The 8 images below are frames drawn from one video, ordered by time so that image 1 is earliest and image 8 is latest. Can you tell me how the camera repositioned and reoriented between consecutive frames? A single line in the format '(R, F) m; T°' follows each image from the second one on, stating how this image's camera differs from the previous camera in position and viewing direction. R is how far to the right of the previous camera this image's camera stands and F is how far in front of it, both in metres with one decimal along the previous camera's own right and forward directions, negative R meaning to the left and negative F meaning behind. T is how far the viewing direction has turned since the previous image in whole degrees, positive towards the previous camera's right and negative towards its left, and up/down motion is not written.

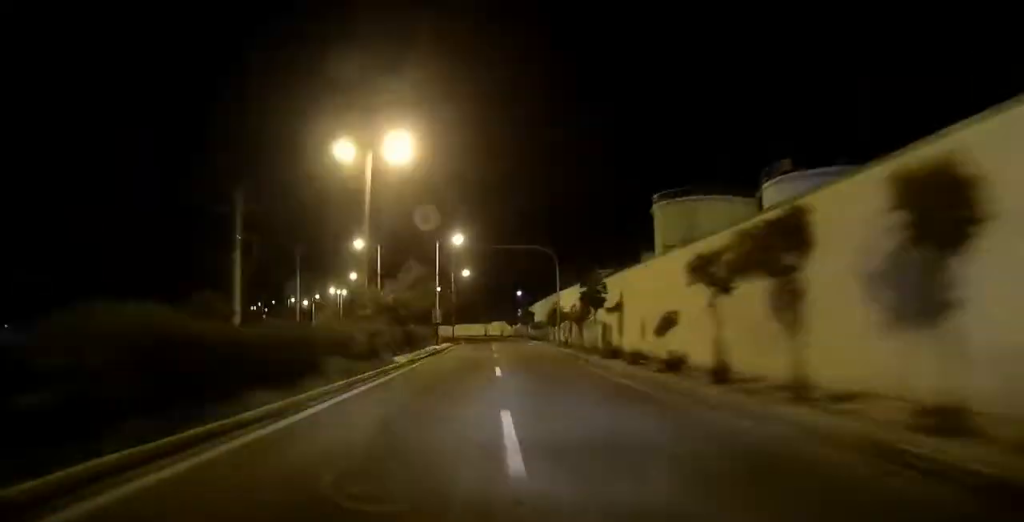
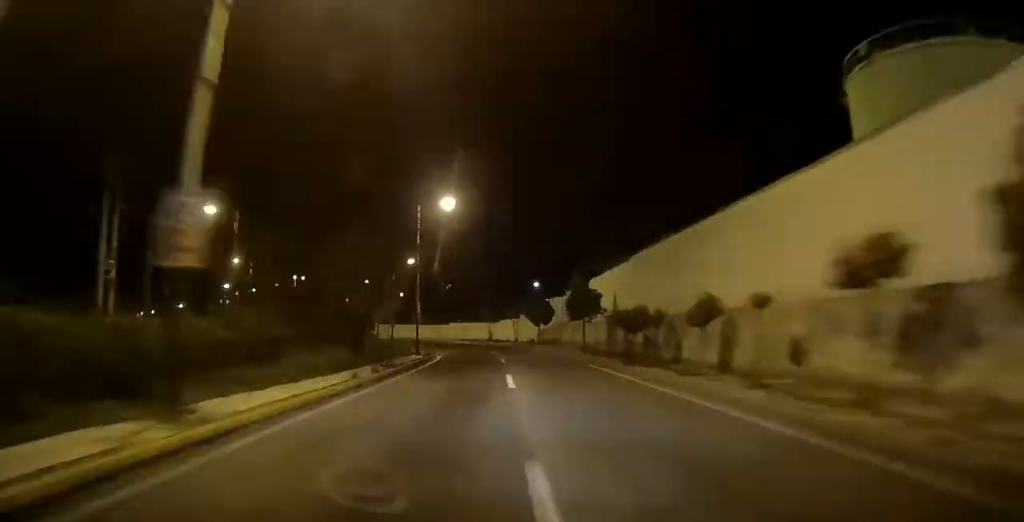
(+0.2, +34.0) m; -3°
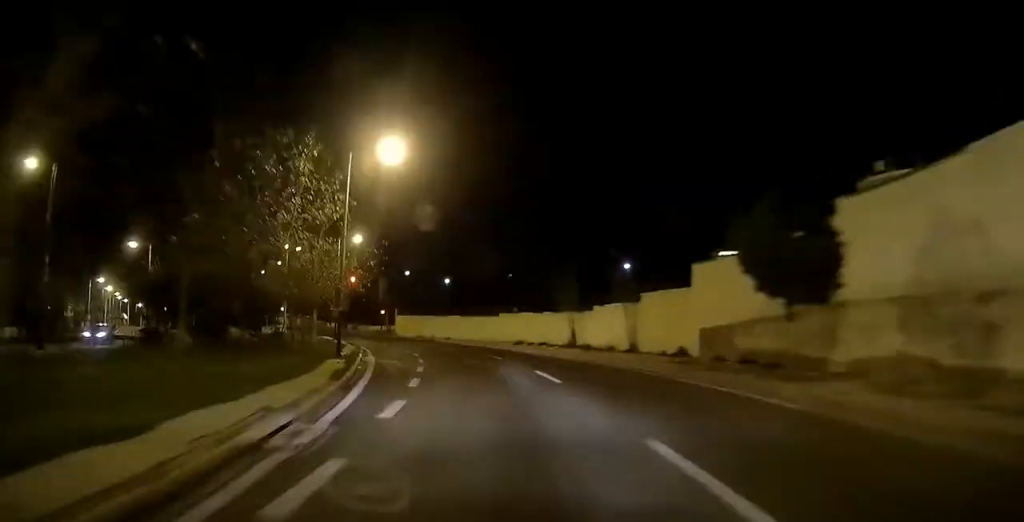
(-1.6, +16.1) m; -7°
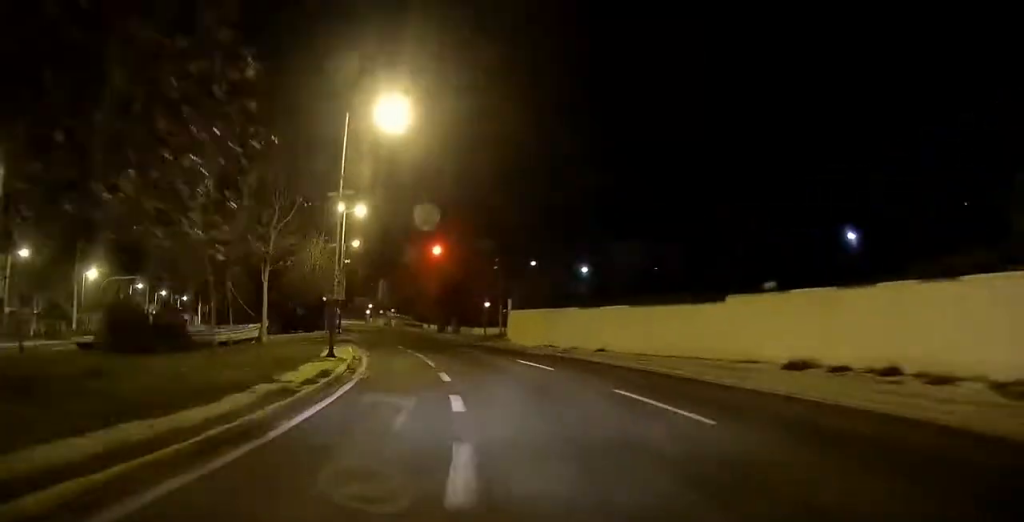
(-0.4, +15.1) m; -8°
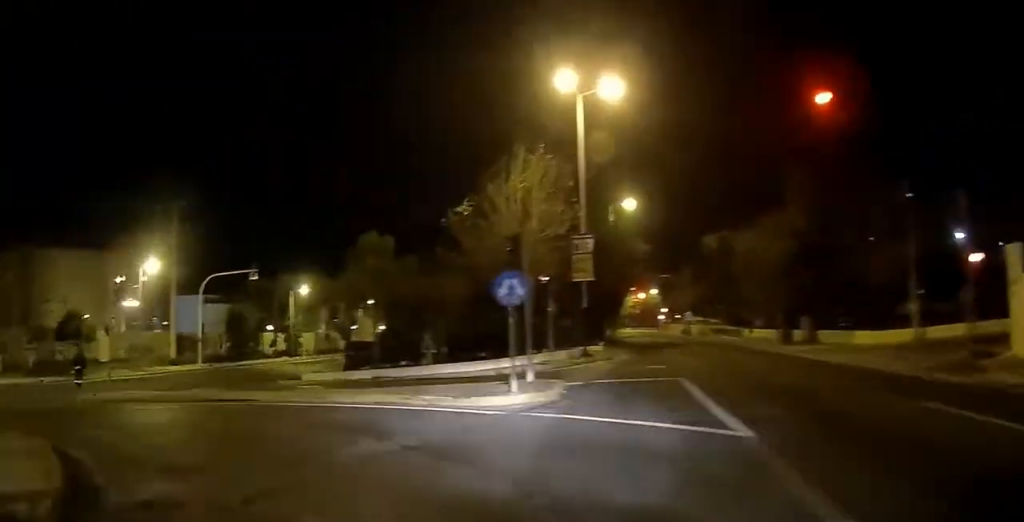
(-1.9, +18.3) m; -17°
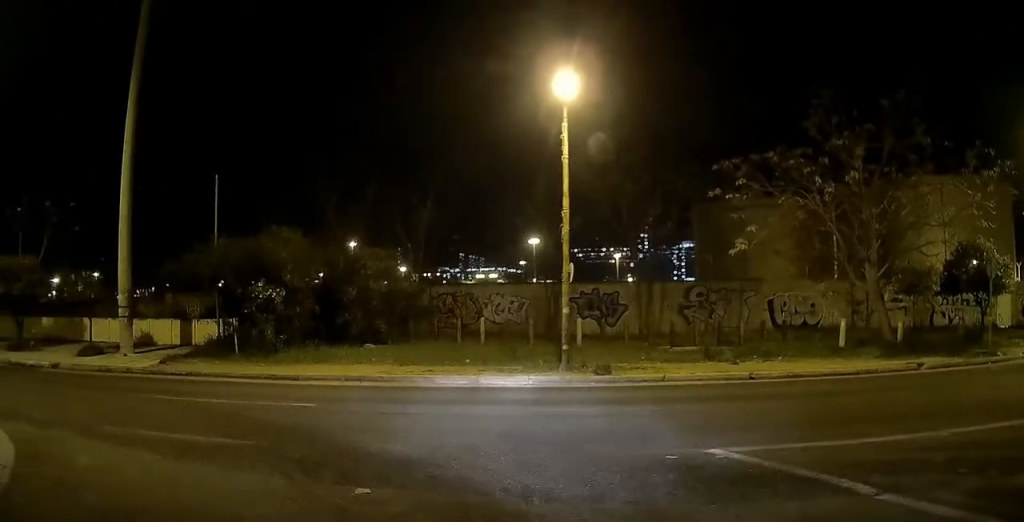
(-18.8, +2.9) m; -153°
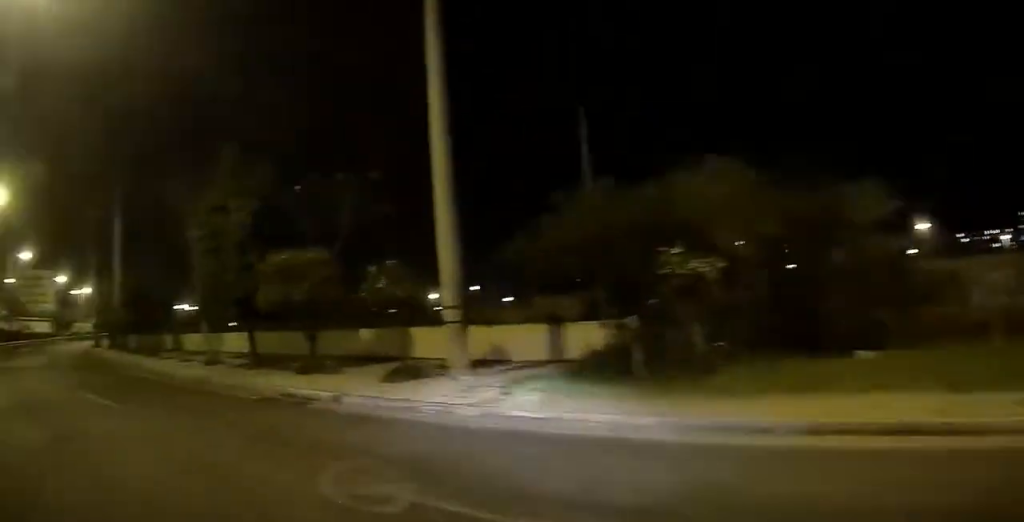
(-2.0, +18.4) m; -4°
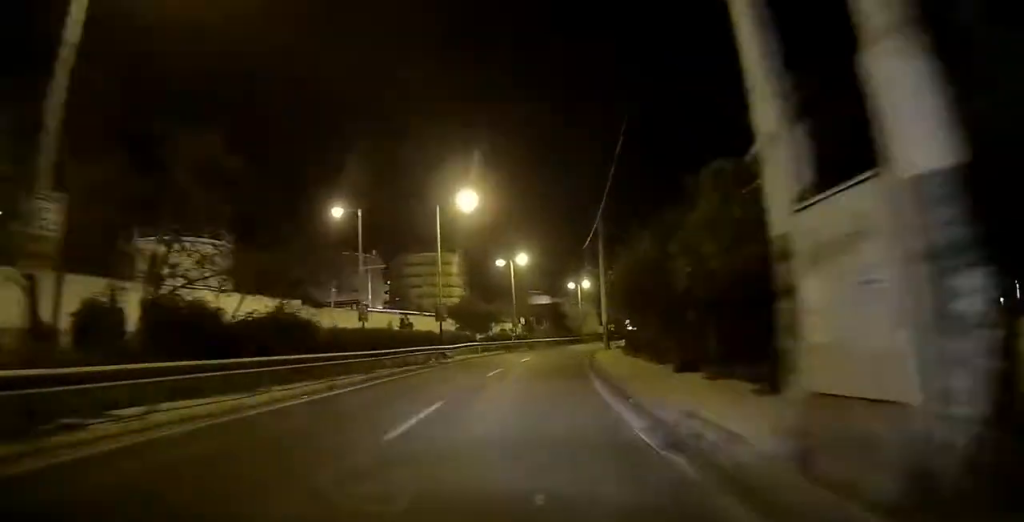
(-2.2, +58.0) m; +4°
